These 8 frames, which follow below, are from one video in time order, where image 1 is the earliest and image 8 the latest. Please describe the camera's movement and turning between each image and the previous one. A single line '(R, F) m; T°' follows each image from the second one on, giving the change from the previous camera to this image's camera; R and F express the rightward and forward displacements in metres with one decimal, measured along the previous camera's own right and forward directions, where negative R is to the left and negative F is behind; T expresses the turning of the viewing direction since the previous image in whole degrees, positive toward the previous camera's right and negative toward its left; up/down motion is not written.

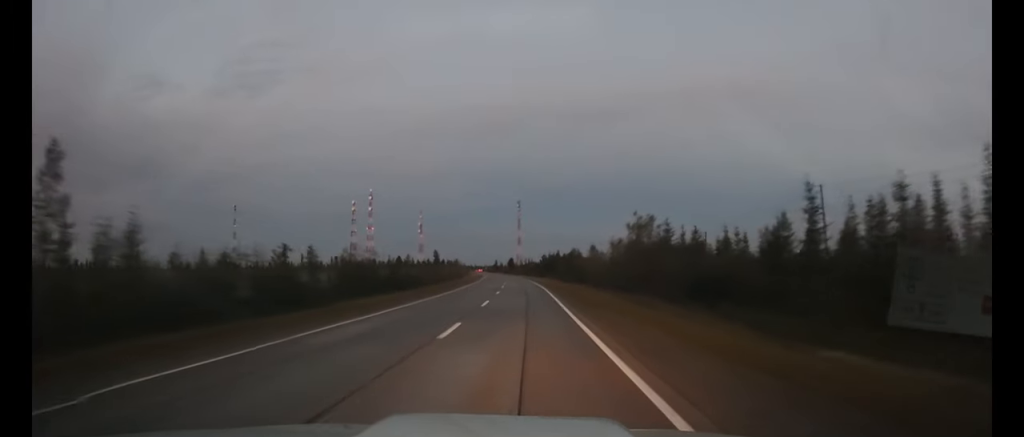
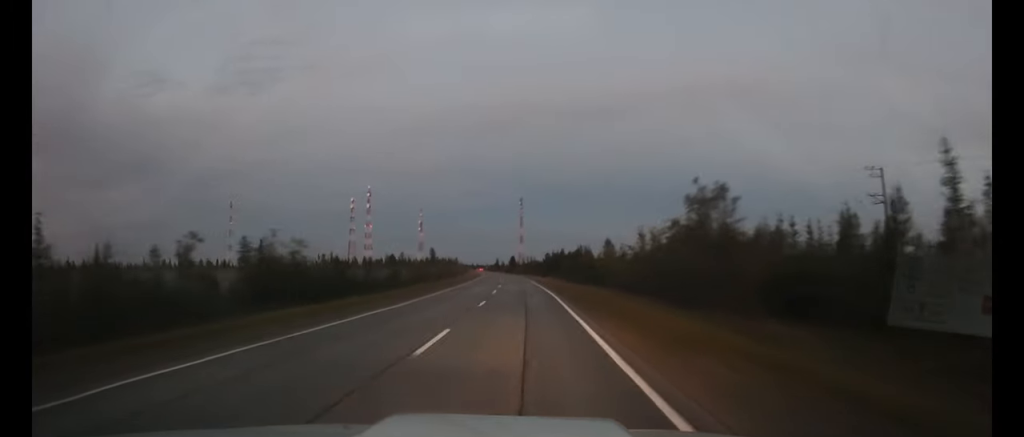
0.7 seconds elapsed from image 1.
(0.0, +13.9) m; 0°
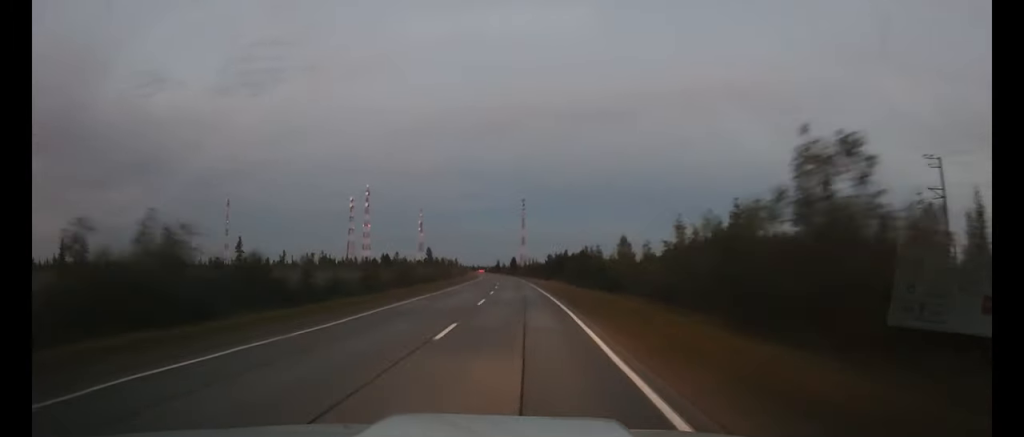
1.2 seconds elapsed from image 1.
(0.0, +10.7) m; 0°
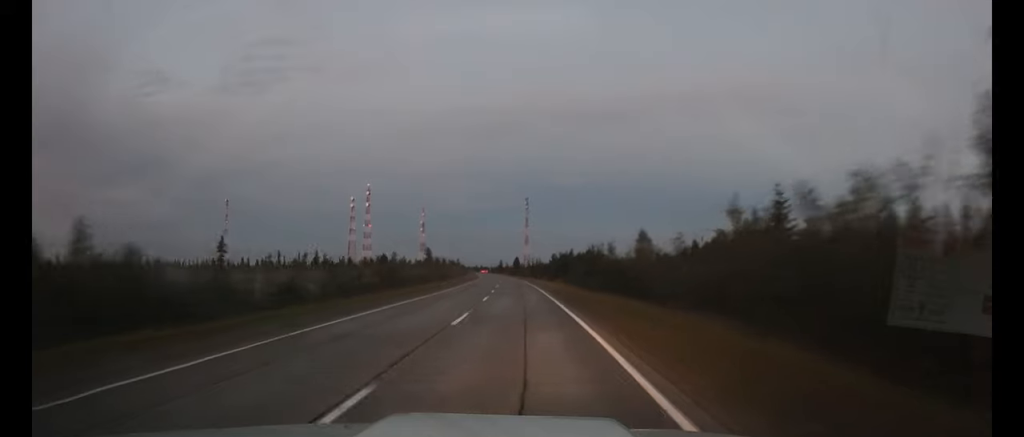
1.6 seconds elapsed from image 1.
(0.0, +8.6) m; 0°
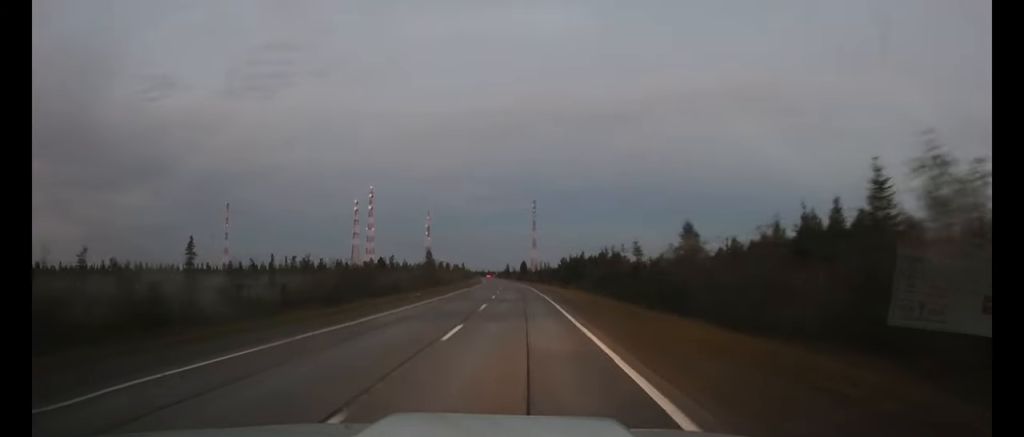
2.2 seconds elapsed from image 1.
(0.0, +13.2) m; 0°
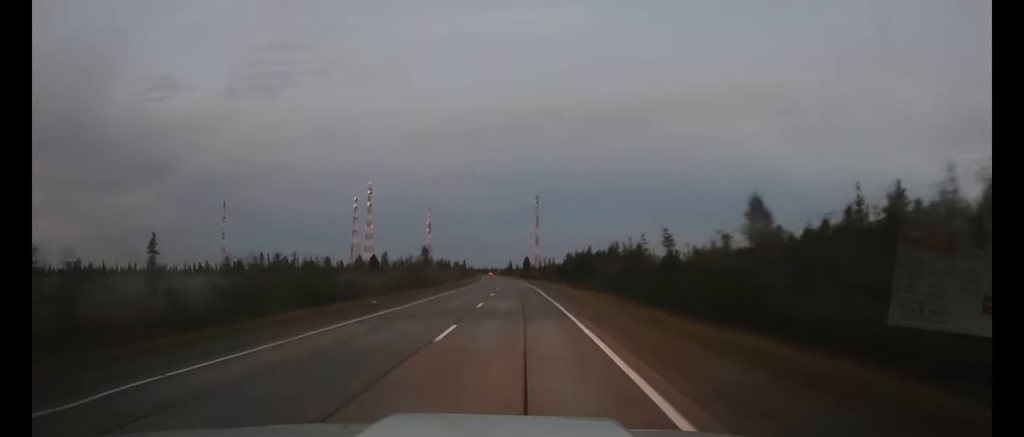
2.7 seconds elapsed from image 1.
(0.0, +11.9) m; 0°
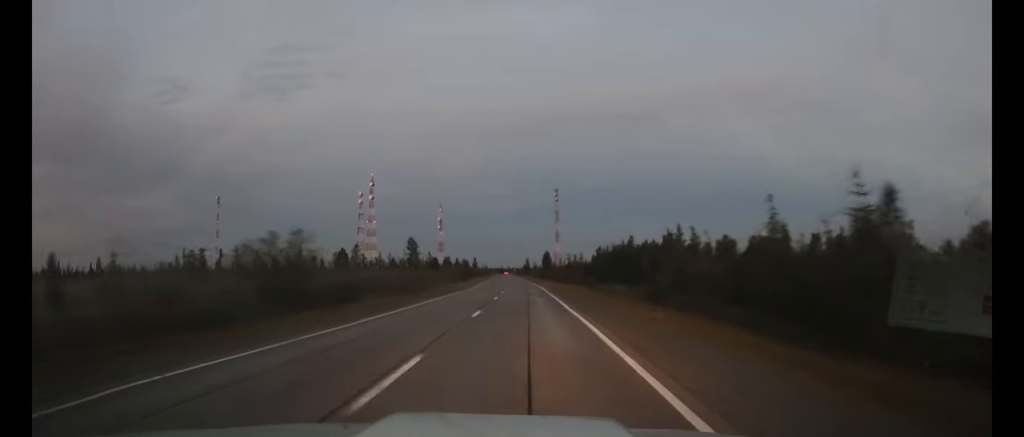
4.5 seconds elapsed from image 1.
(-0.6, +41.5) m; -2°
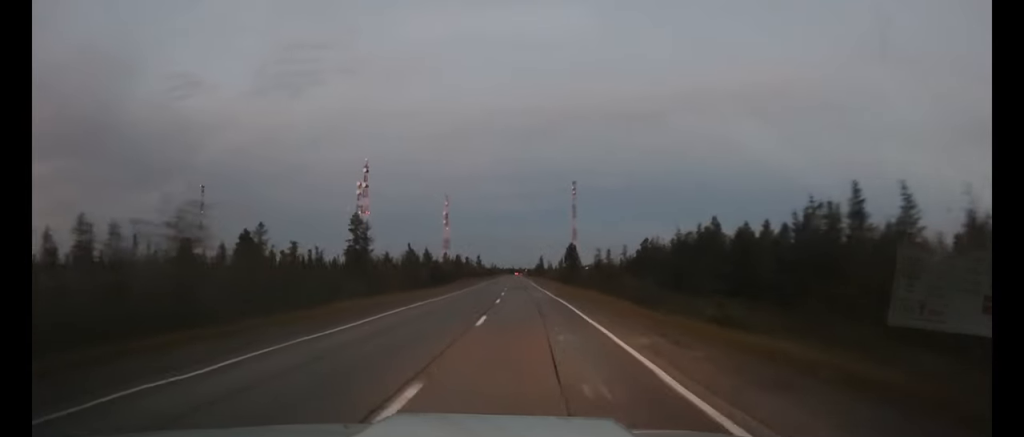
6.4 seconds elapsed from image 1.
(-0.8, +48.9) m; -2°
